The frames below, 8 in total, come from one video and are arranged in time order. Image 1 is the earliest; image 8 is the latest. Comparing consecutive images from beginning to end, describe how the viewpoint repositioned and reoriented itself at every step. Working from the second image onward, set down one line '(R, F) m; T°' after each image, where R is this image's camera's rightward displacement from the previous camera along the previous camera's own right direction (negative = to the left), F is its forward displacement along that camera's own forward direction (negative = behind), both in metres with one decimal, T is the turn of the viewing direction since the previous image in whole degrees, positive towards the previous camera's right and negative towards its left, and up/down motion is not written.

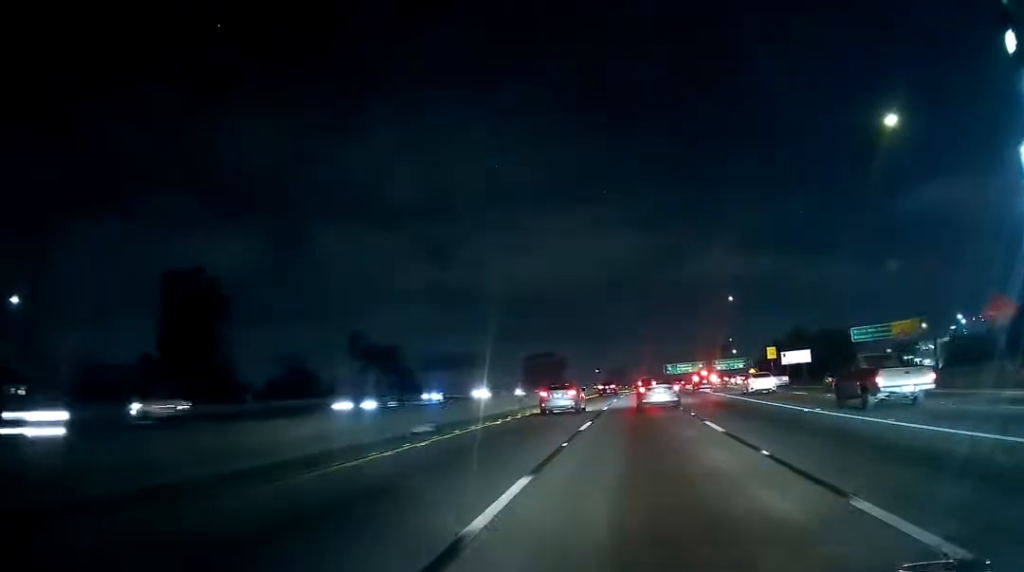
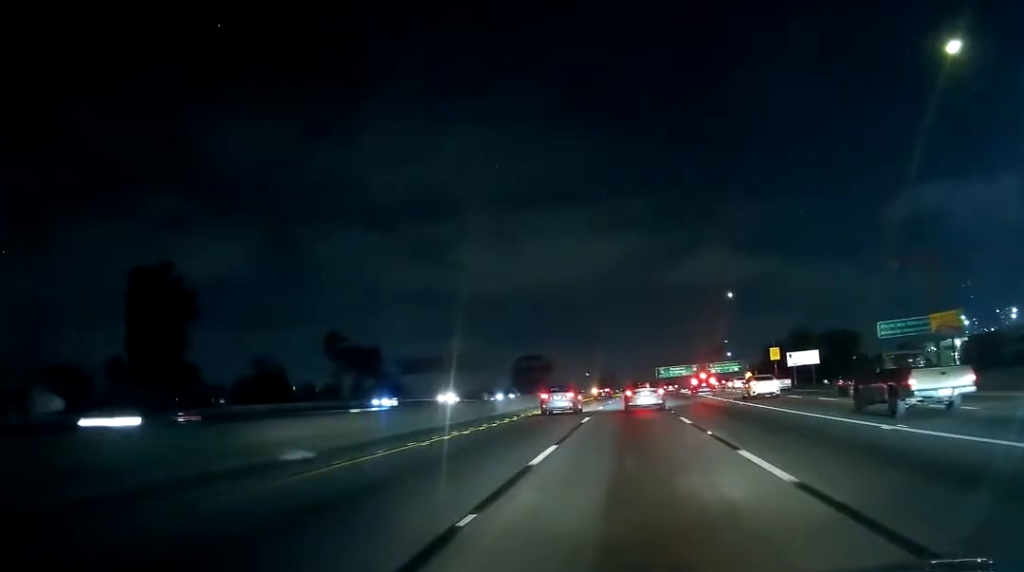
(0.0, +9.1) m; 0°
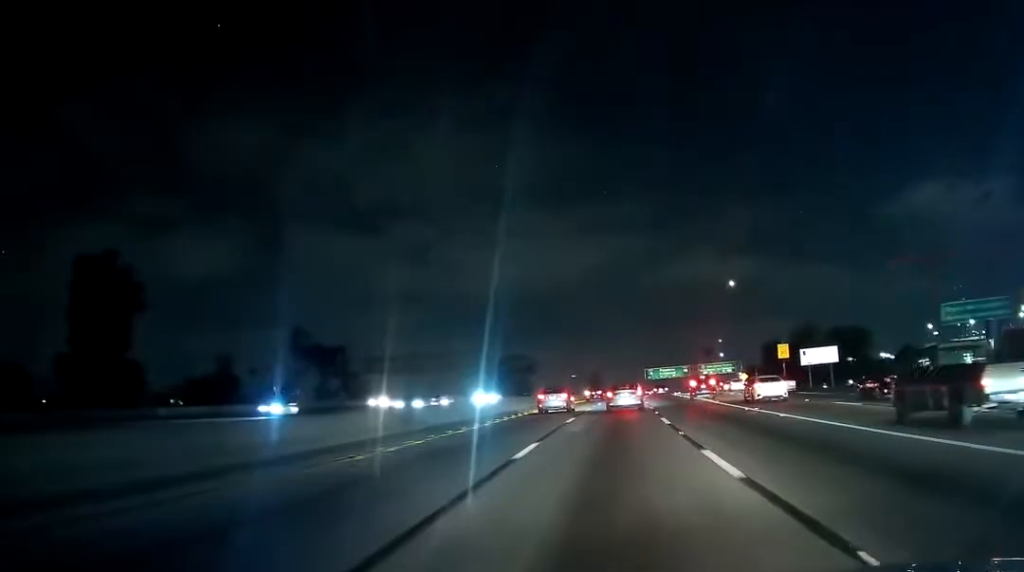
(0.0, +12.7) m; 0°
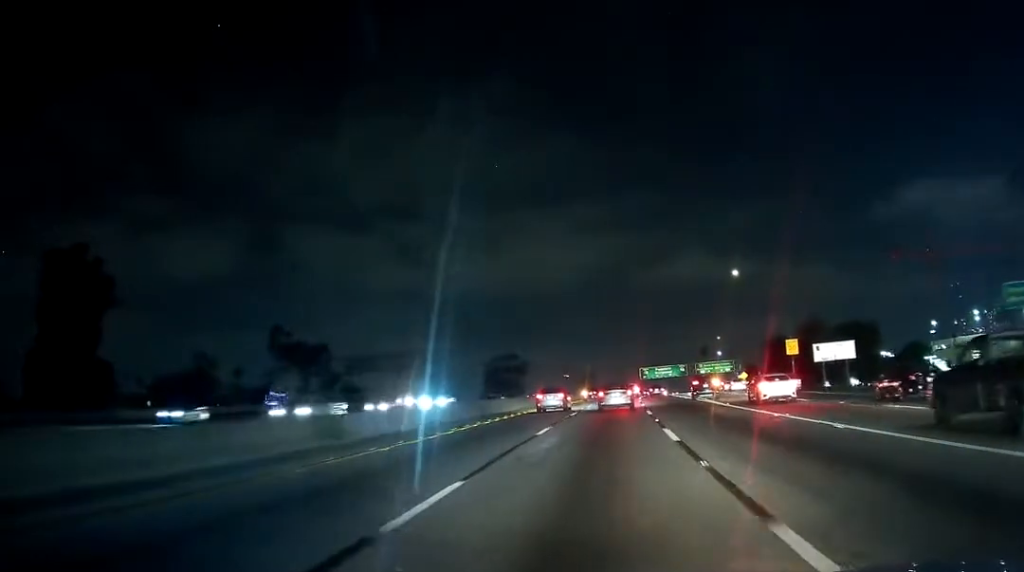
(0.0, +7.9) m; 0°
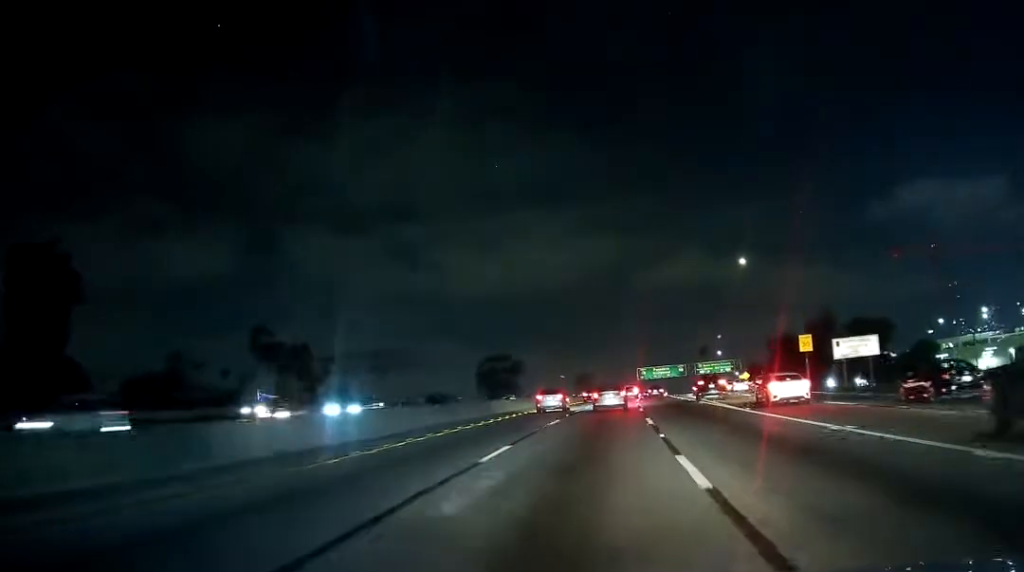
(0.0, +7.3) m; +1°
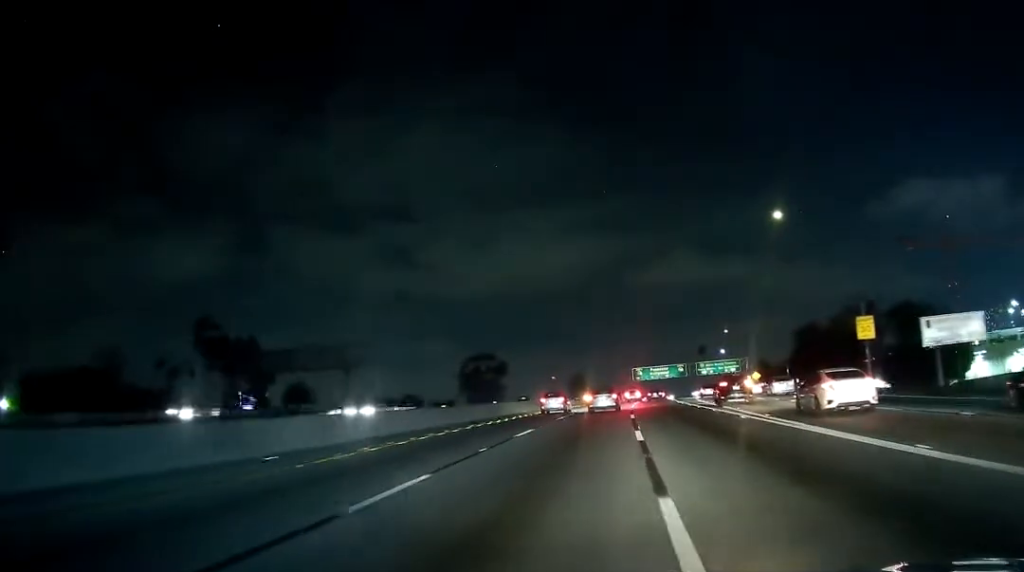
(+0.4, +19.8) m; +2°
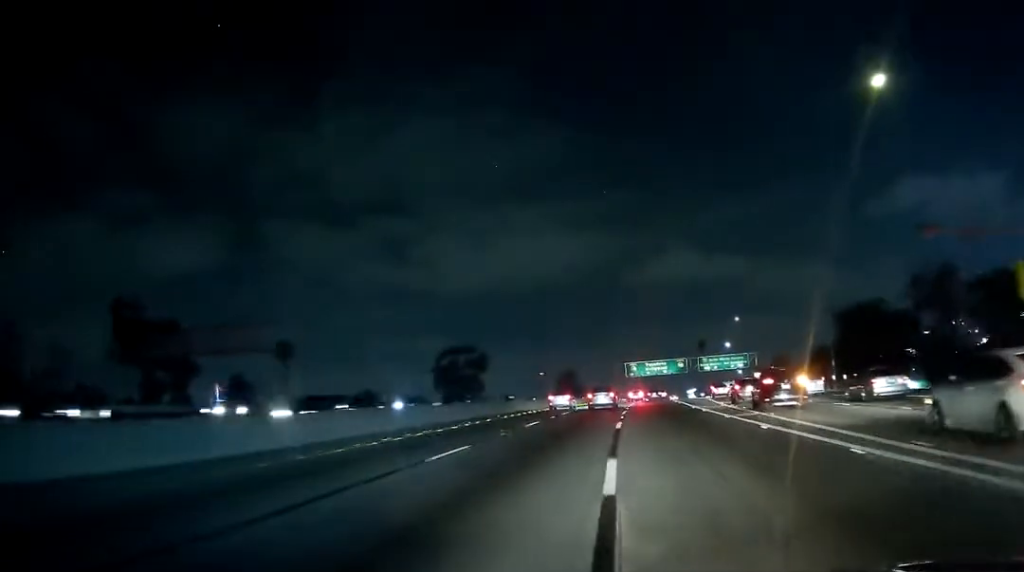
(-0.1, +23.5) m; 0°
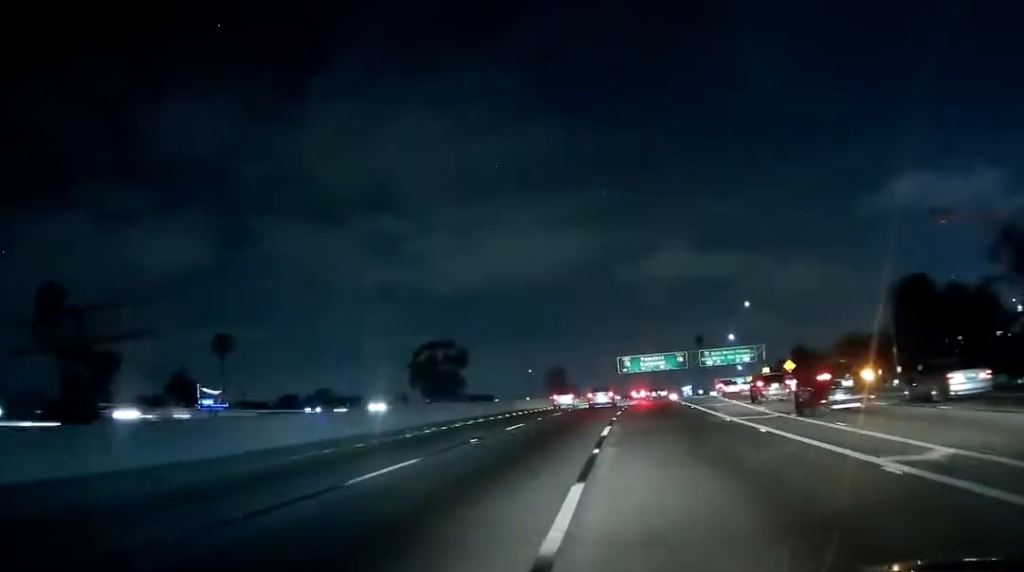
(+0.2, +18.2) m; +1°
